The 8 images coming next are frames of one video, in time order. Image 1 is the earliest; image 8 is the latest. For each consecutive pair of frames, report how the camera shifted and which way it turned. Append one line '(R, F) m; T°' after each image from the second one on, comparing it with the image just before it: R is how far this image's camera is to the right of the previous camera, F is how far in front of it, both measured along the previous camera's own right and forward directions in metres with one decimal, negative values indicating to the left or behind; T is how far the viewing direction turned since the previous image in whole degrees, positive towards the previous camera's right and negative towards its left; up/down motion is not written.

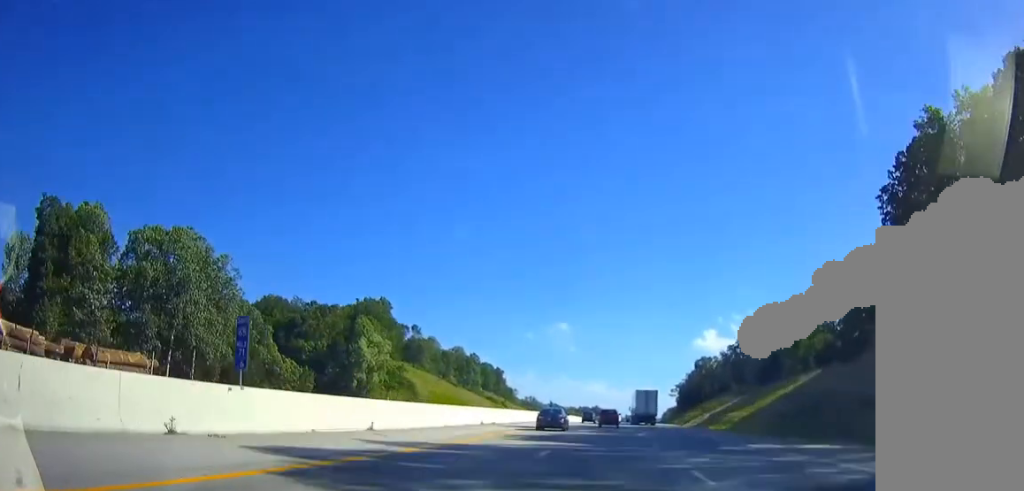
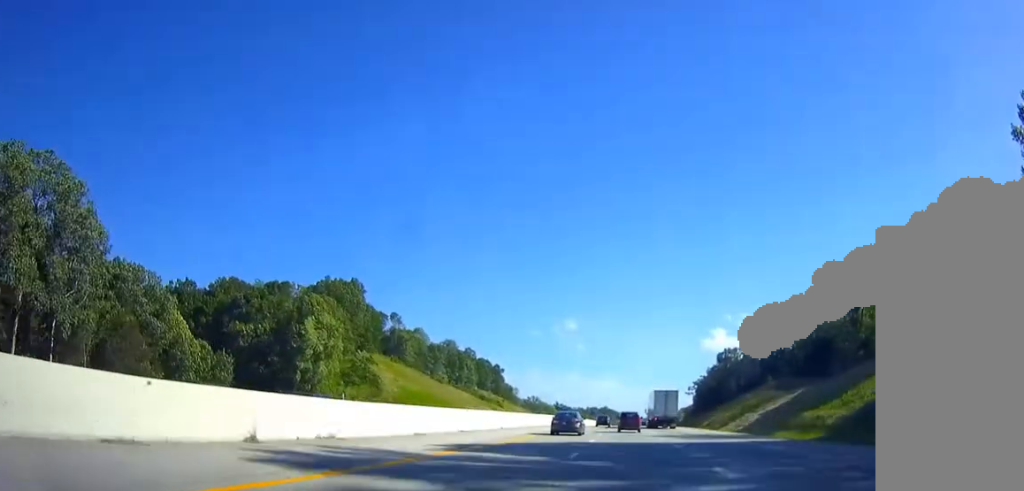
(-0.4, +34.8) m; 0°
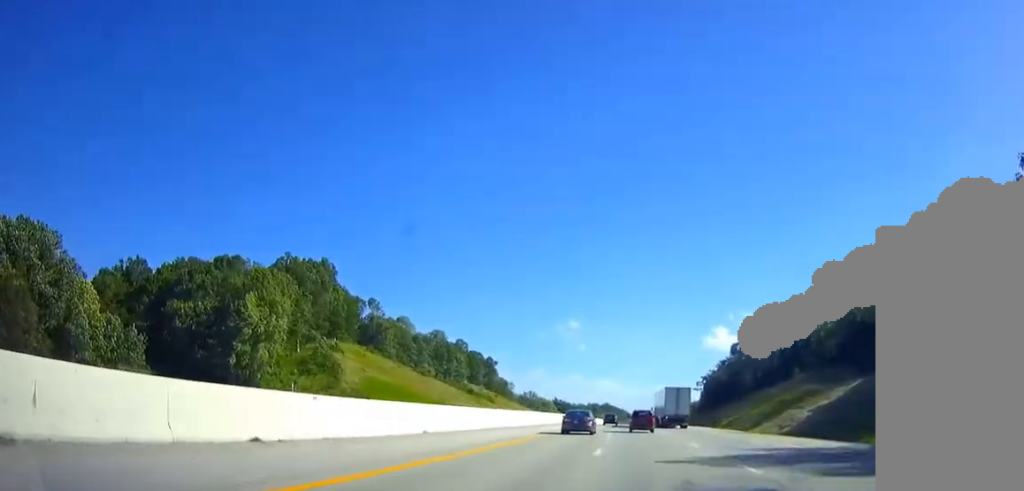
(-0.2, +23.6) m; 0°
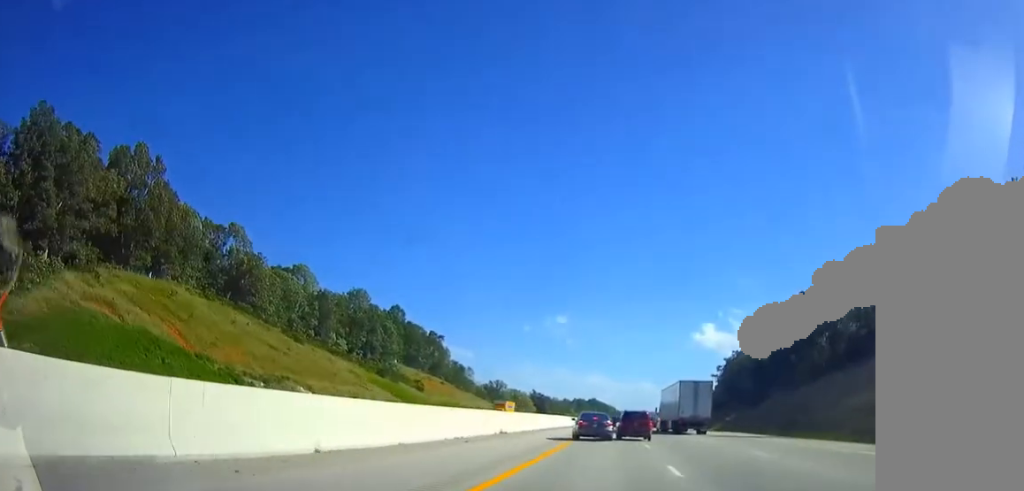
(+1.4, +75.1) m; +1°
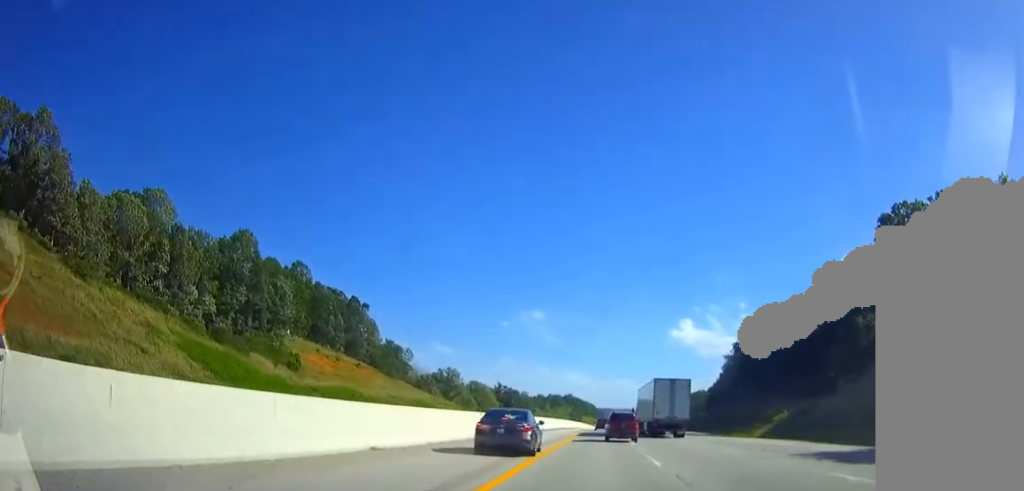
(+1.2, +52.0) m; +2°
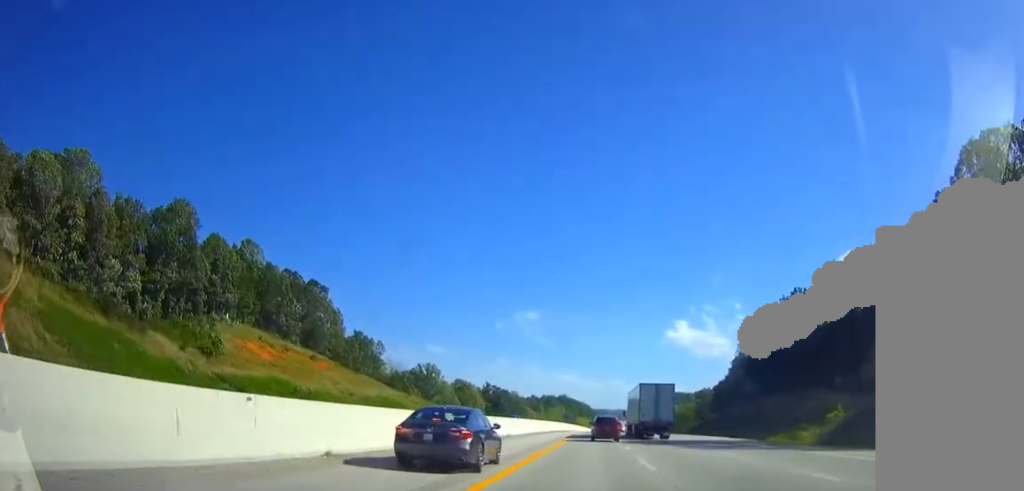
(-0.5, +22.5) m; -1°
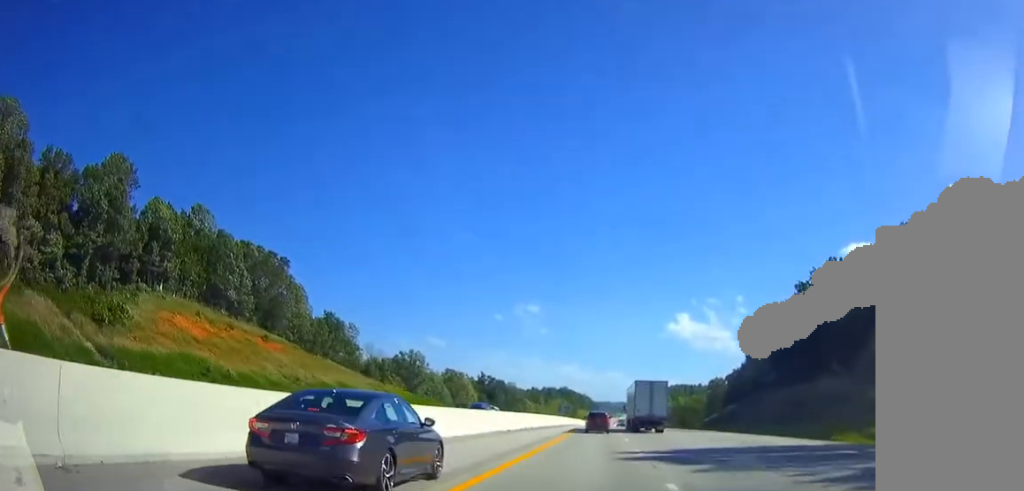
(-0.1, +21.8) m; 0°
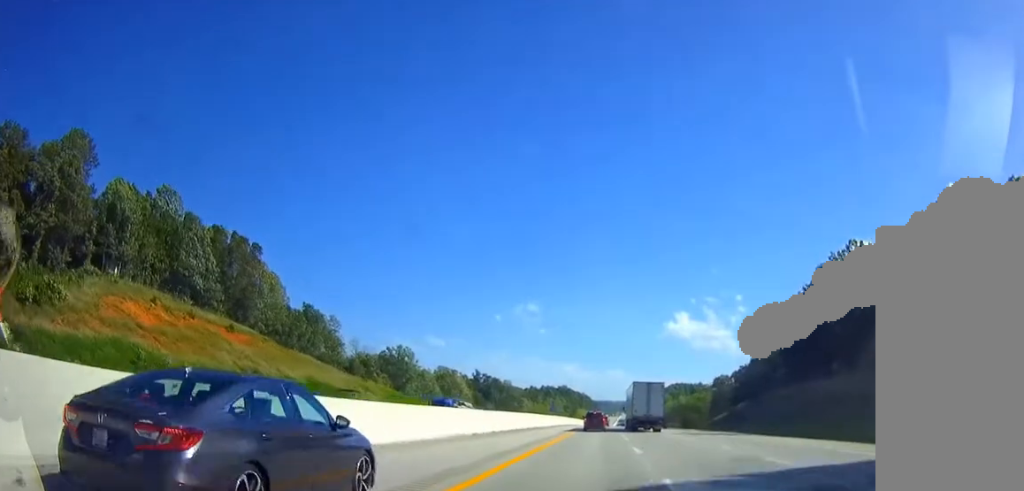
(0.0, +11.9) m; 0°
